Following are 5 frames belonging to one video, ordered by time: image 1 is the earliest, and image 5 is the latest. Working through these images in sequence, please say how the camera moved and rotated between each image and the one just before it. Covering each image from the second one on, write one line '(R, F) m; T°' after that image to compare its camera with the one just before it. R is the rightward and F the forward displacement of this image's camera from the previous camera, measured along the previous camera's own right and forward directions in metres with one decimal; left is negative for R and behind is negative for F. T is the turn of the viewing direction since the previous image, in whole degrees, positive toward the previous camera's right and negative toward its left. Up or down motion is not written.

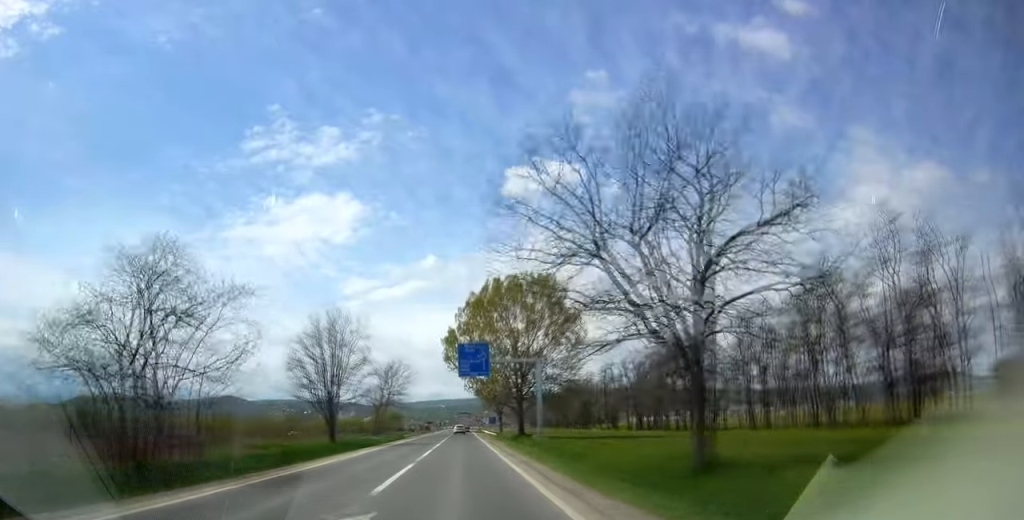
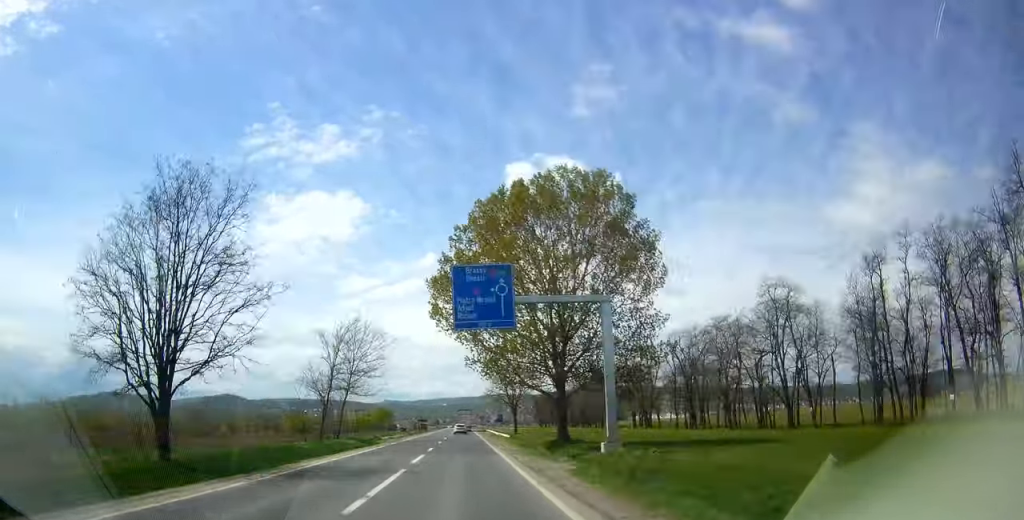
(+0.3, +25.6) m; 0°
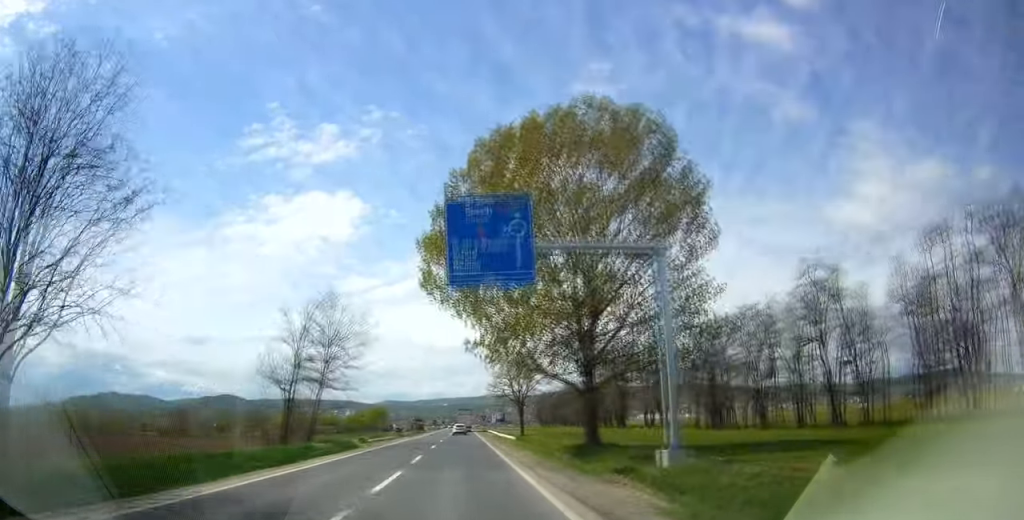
(0.0, +9.0) m; 0°
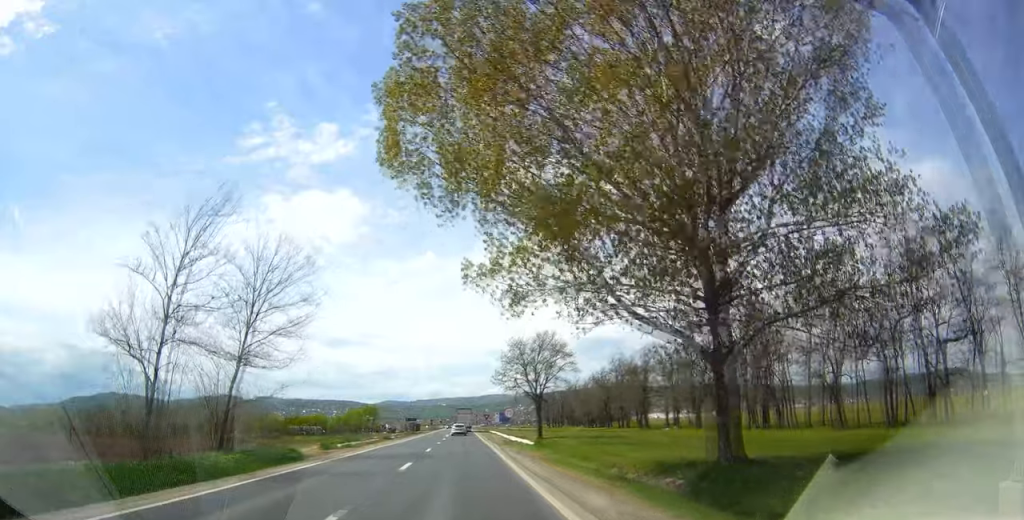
(0.0, +15.8) m; 0°
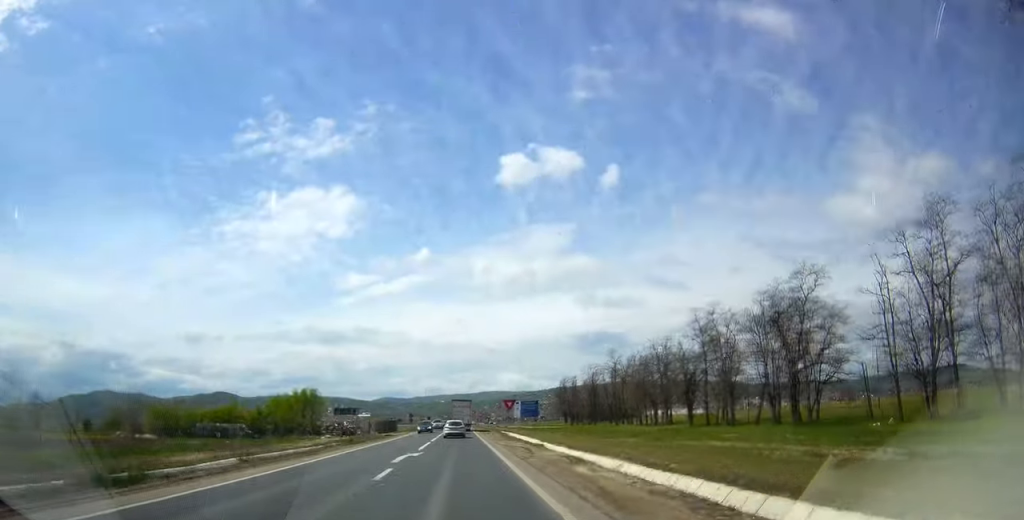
(-0.1, +54.5) m; -1°
